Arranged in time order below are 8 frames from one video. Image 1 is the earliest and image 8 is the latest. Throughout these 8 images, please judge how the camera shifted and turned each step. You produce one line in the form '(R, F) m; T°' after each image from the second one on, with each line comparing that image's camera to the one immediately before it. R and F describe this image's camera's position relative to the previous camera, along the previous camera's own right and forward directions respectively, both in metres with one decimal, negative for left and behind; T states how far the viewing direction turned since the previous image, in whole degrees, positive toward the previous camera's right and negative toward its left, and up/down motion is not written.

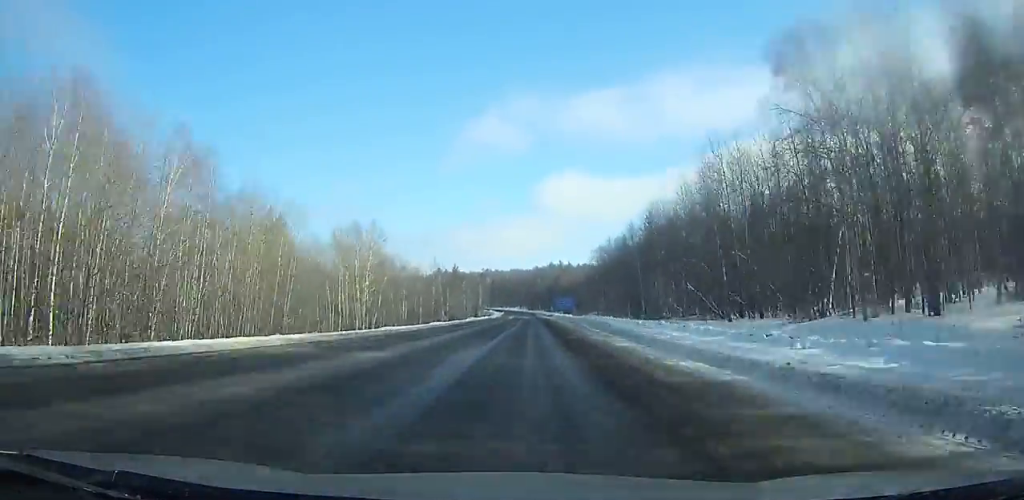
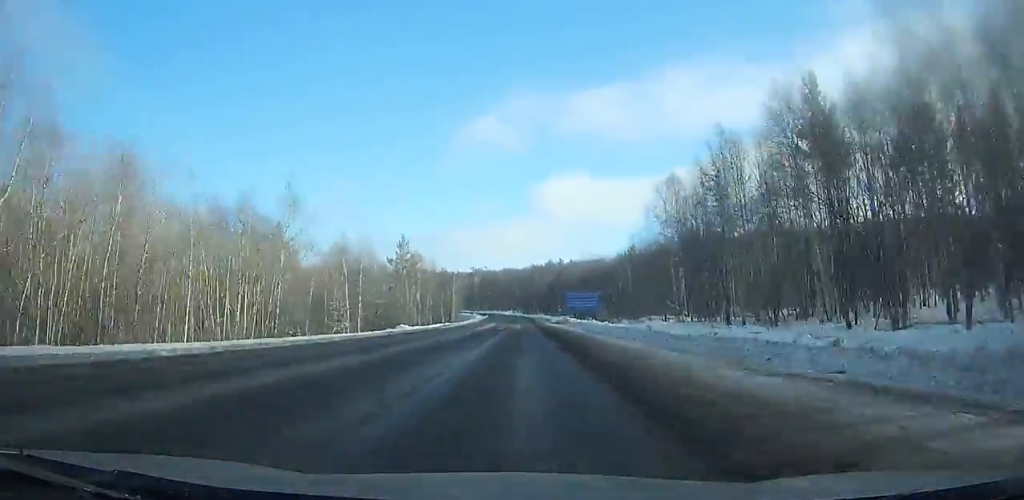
(+0.1, +62.1) m; 0°
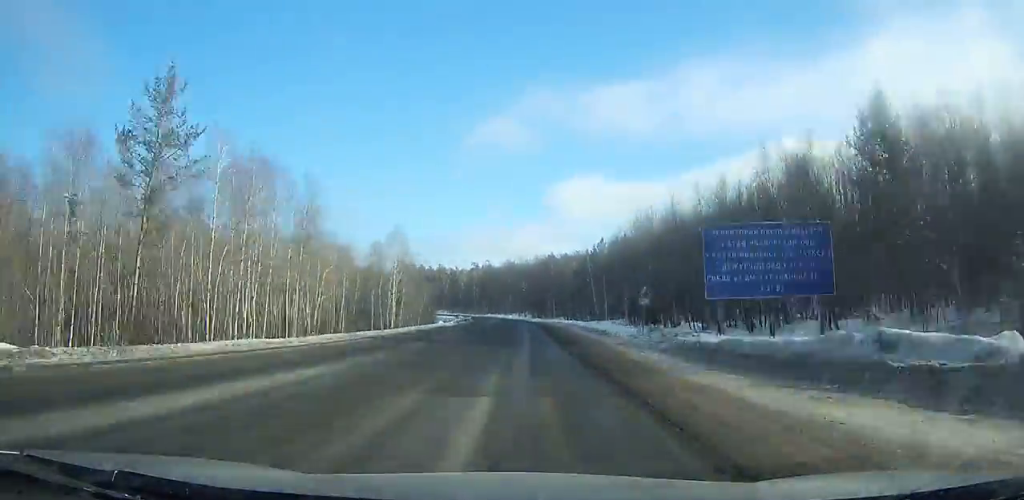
(-0.1, +71.2) m; -1°
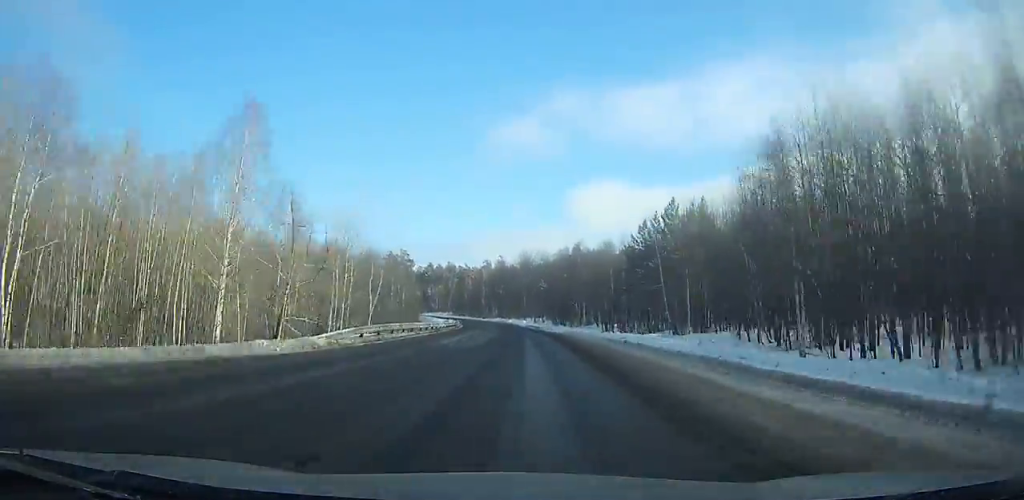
(-0.3, +43.5) m; -2°
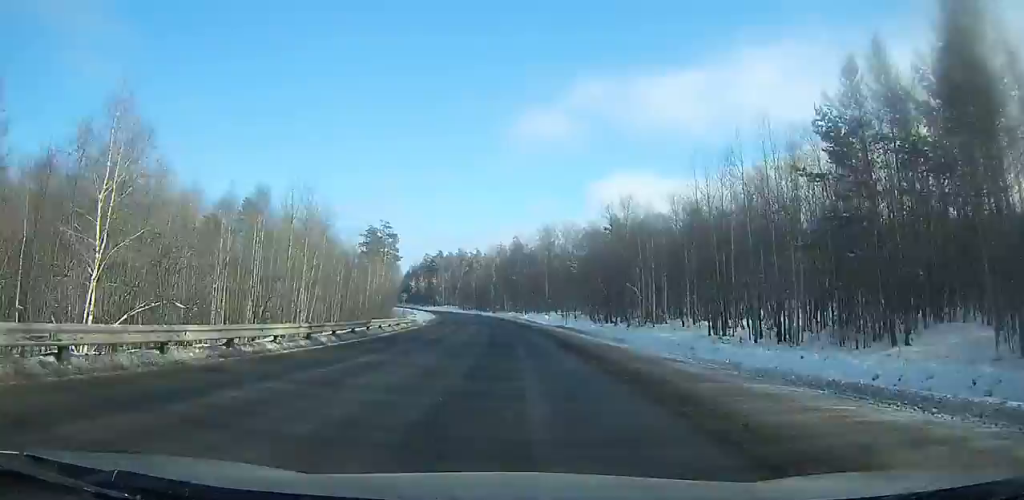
(+0.1, +48.0) m; -3°
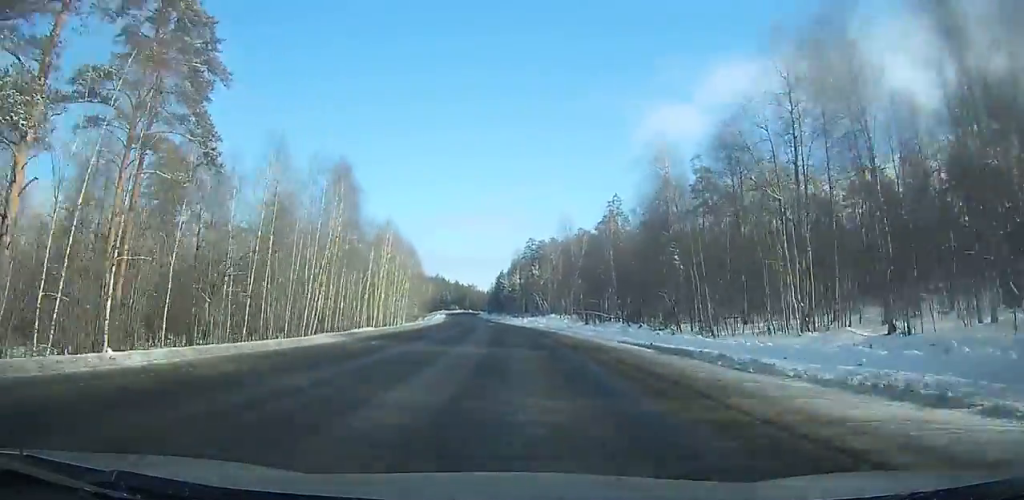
(-12.2, +126.0) m; -11°
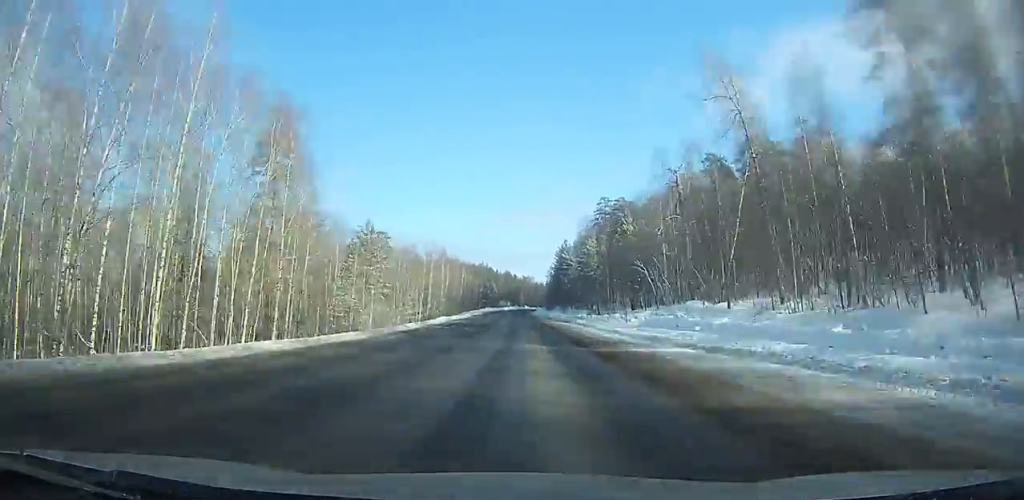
(-4.1, +76.8) m; -5°
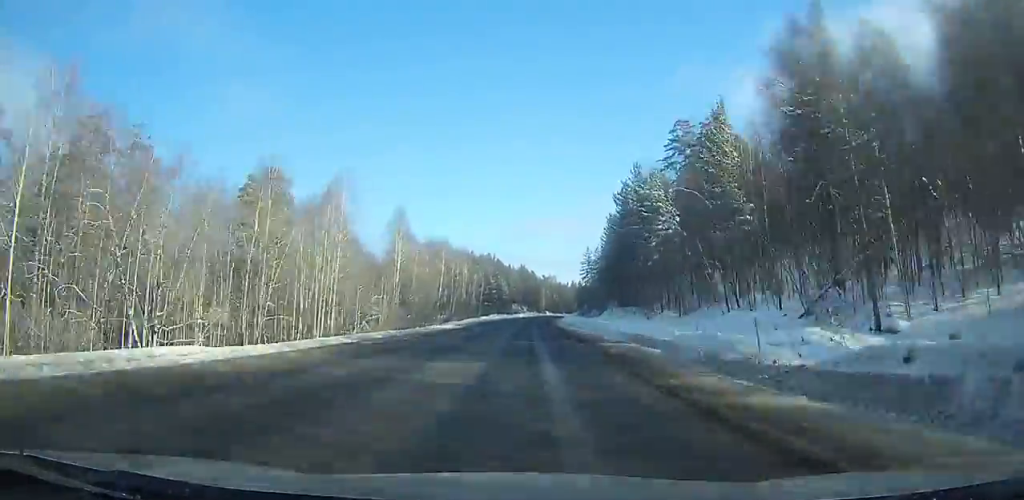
(-2.0, +72.8) m; -2°
